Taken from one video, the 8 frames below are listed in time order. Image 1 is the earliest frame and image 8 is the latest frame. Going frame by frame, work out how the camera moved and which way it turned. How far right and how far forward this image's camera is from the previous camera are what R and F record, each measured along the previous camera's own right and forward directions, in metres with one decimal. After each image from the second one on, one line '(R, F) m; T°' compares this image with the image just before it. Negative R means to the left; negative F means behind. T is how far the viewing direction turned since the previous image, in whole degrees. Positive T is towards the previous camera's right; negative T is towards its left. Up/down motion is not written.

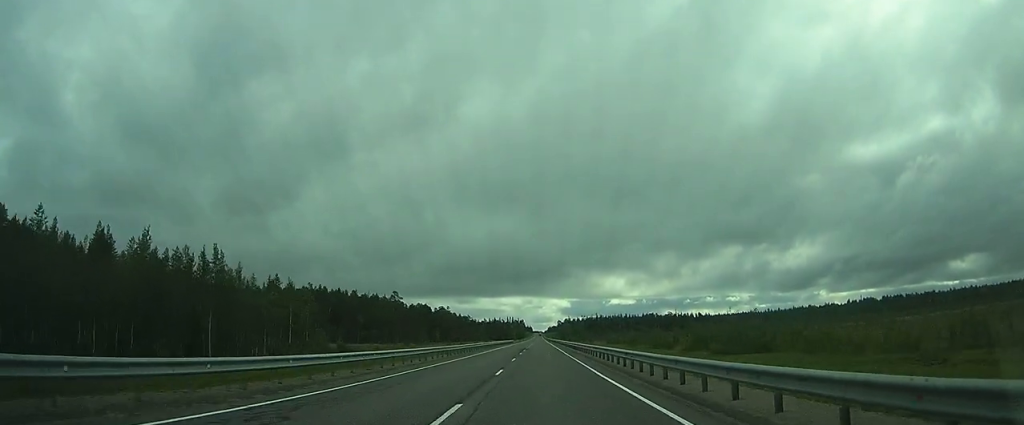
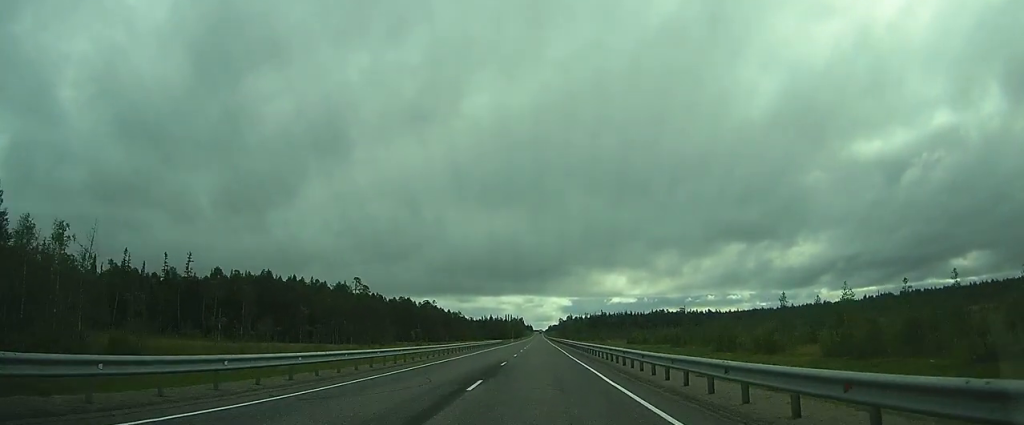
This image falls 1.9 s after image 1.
(+0.6, +36.8) m; +1°
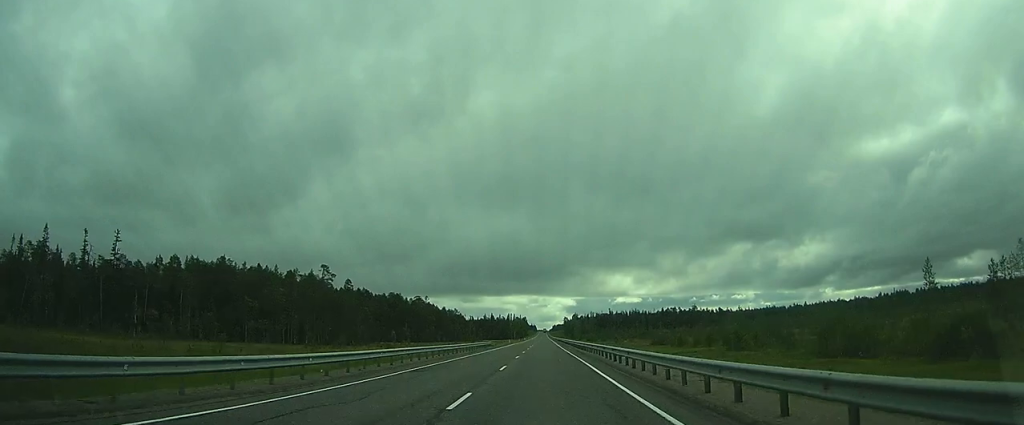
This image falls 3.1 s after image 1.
(0.0, +22.6) m; 0°
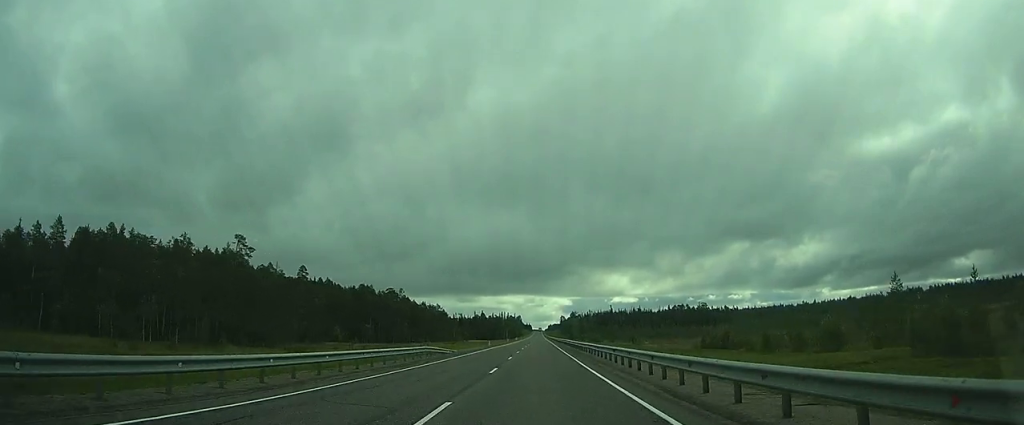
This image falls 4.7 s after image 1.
(0.0, +34.0) m; 0°
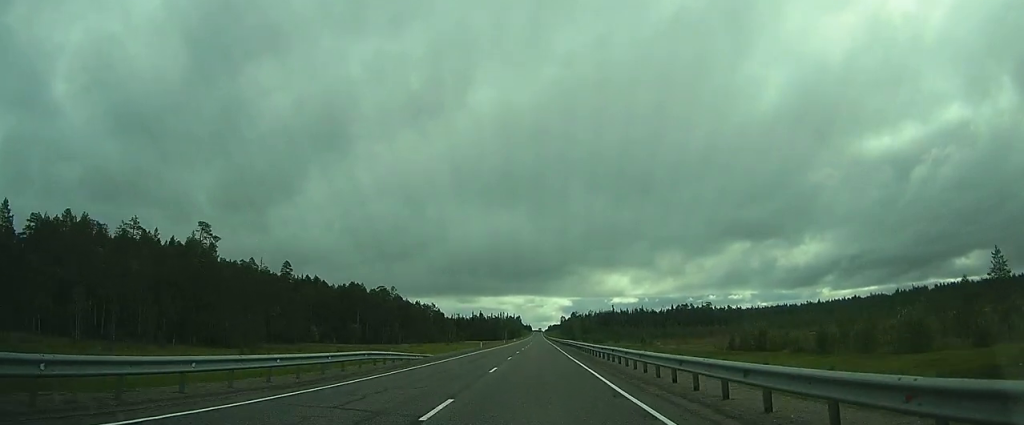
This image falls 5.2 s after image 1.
(0.0, +11.9) m; 0°
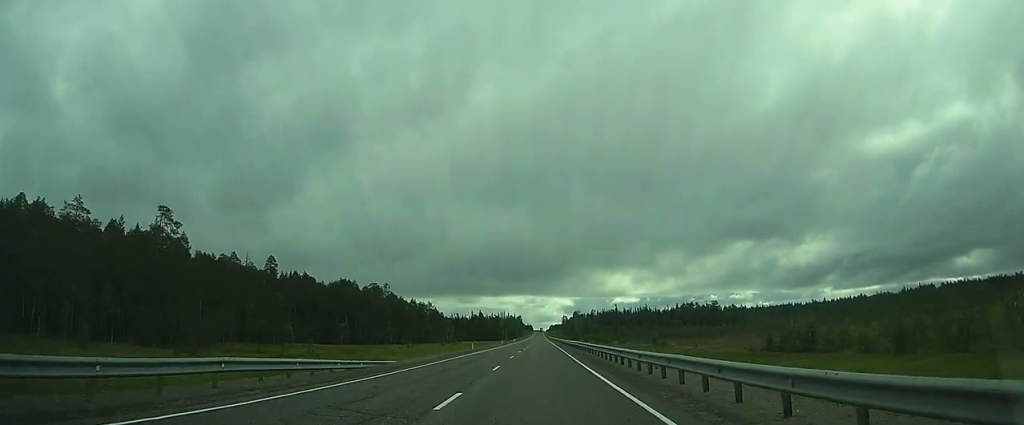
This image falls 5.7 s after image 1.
(0.0, +11.2) m; 0°
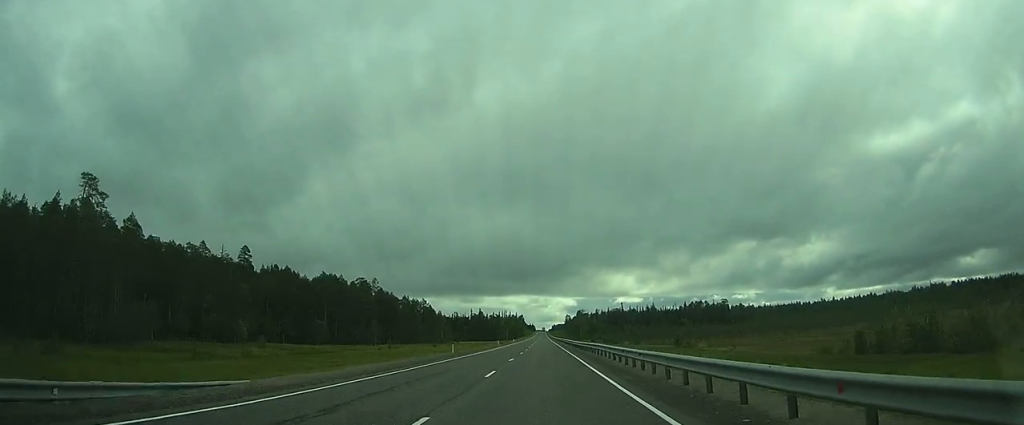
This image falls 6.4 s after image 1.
(0.0, +19.4) m; 0°
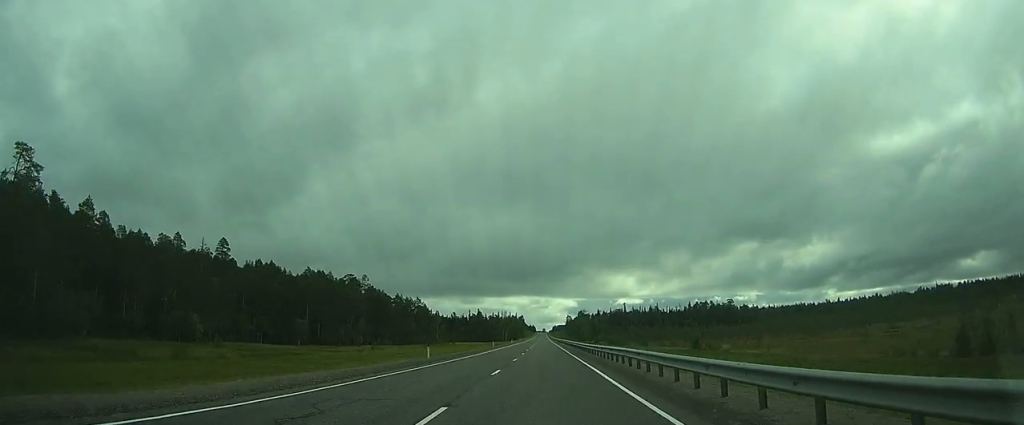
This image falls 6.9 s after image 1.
(0.0, +13.2) m; 0°
